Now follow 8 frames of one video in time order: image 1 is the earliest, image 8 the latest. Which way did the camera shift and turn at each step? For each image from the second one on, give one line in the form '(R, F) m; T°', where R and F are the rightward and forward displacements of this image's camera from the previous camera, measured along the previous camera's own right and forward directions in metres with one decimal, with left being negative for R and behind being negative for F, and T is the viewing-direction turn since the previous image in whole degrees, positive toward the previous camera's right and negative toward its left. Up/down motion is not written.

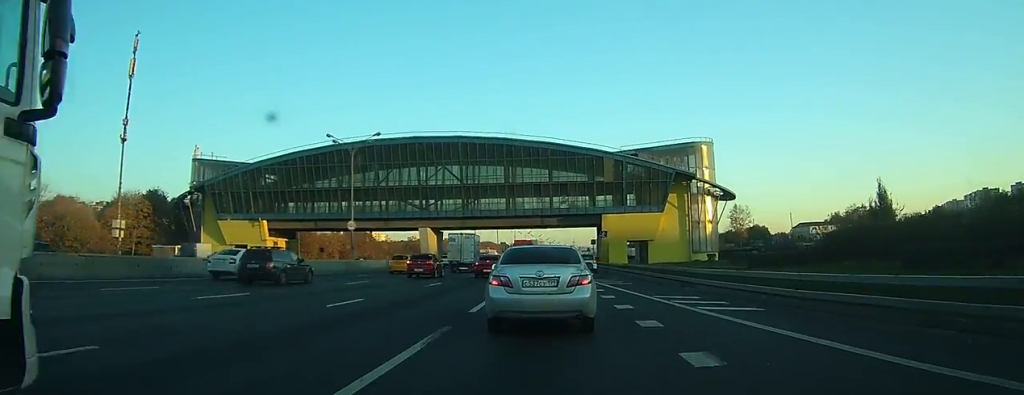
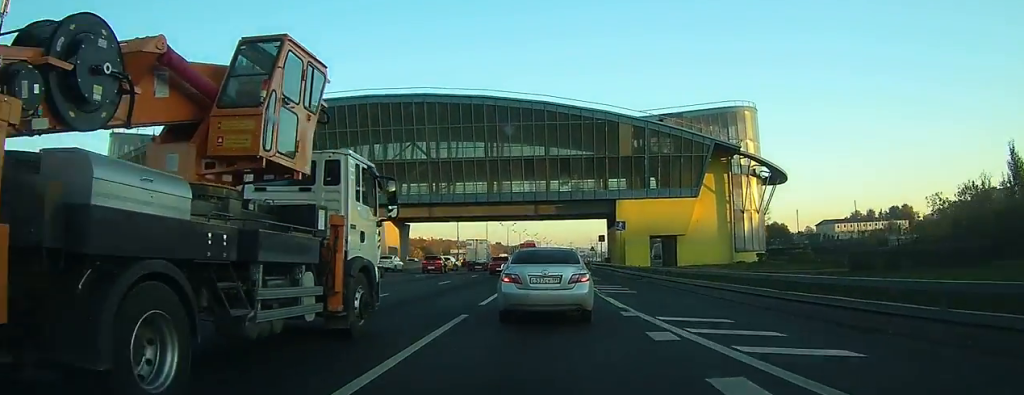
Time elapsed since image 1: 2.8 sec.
(+0.4, +21.5) m; +2°
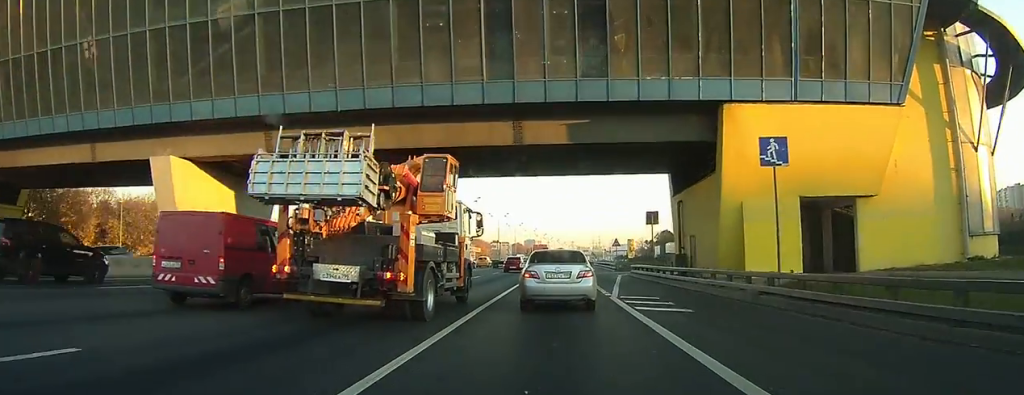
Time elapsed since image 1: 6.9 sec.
(+0.1, +37.3) m; 0°
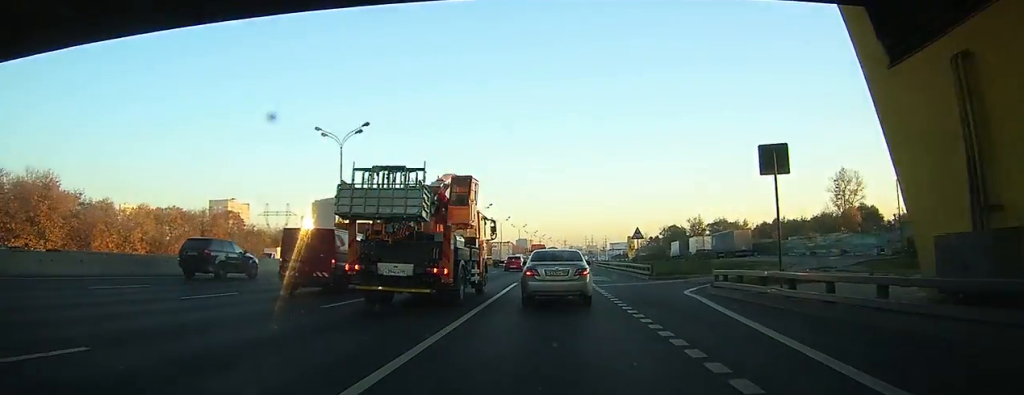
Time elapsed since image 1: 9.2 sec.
(0.0, +21.1) m; 0°
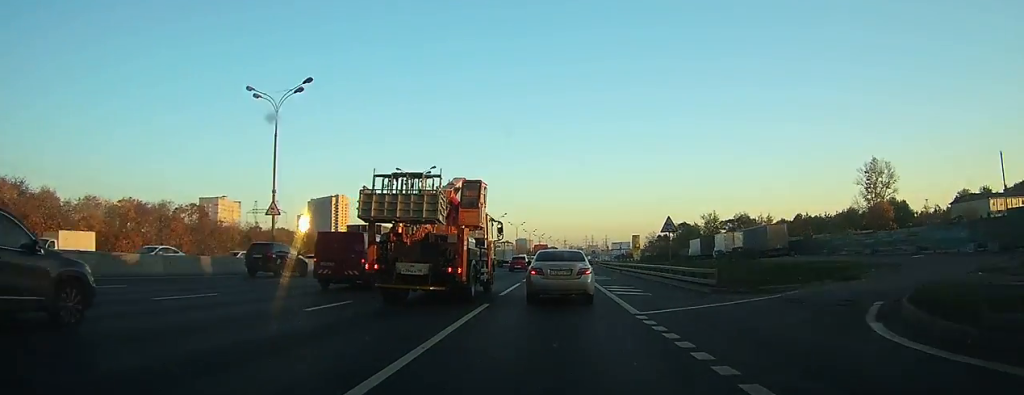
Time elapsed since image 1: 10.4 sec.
(0.0, +11.2) m; 0°
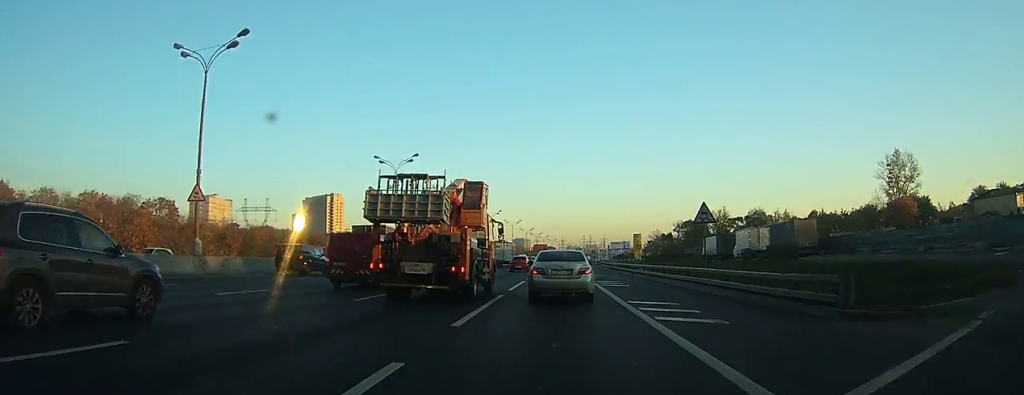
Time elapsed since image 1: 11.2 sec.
(0.0, +7.5) m; 0°
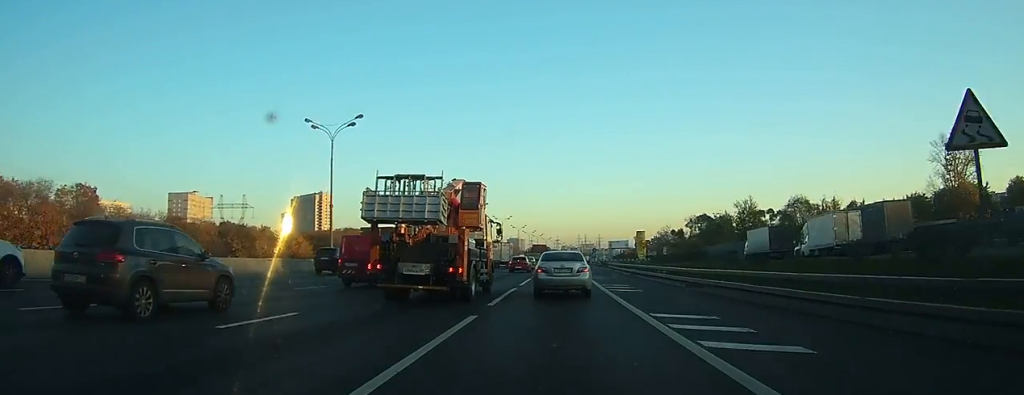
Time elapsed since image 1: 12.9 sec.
(0.0, +16.6) m; +1°
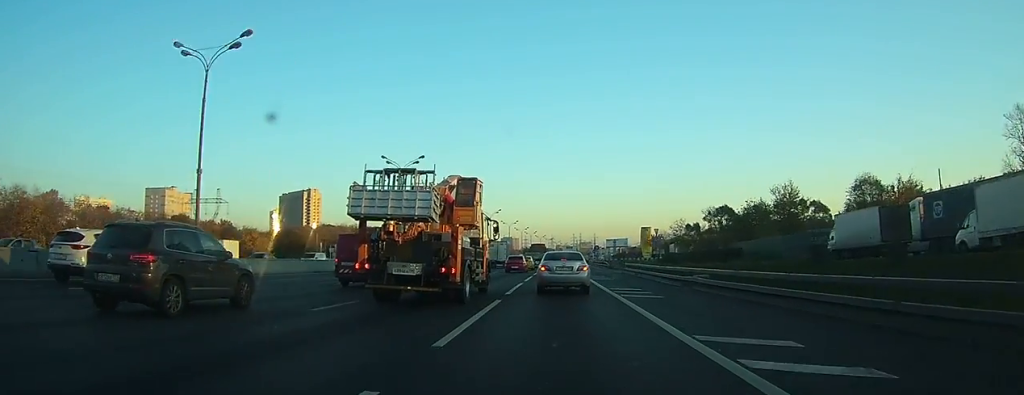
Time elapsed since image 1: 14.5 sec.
(+0.1, +17.9) m; +1°
